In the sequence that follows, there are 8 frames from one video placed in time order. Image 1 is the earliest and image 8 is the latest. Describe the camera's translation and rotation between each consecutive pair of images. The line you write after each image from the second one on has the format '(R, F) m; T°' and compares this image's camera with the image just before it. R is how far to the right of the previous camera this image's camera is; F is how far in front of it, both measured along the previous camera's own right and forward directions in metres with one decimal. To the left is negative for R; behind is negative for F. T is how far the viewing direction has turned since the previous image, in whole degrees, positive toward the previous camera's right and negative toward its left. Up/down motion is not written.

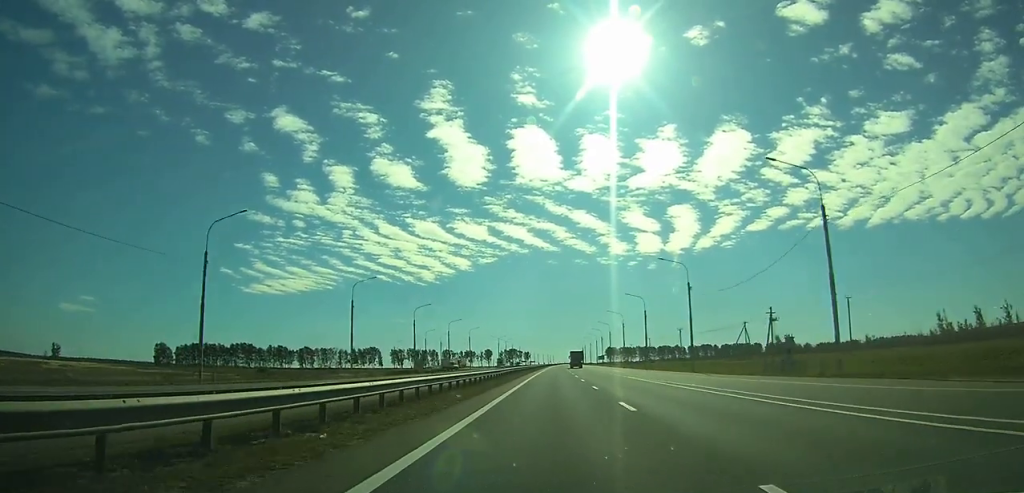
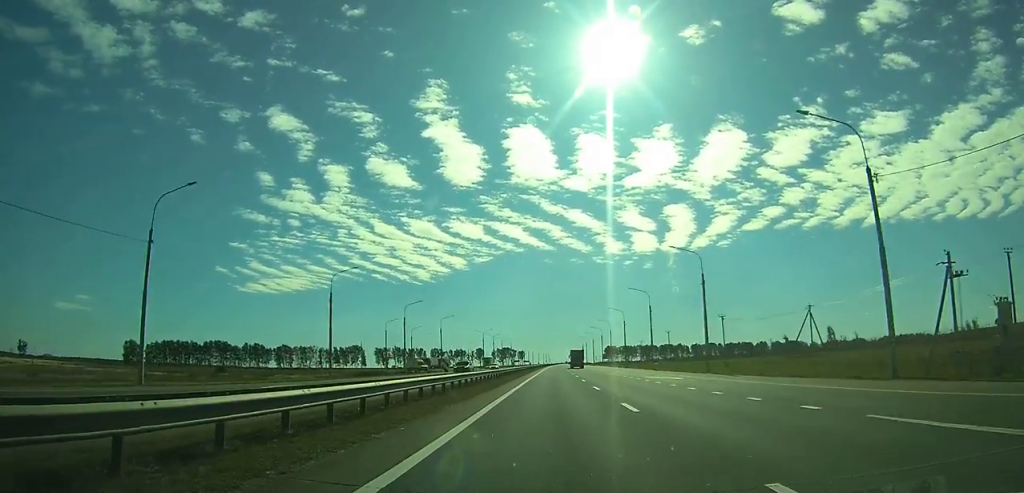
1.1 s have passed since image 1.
(+0.1, +35.4) m; 0°
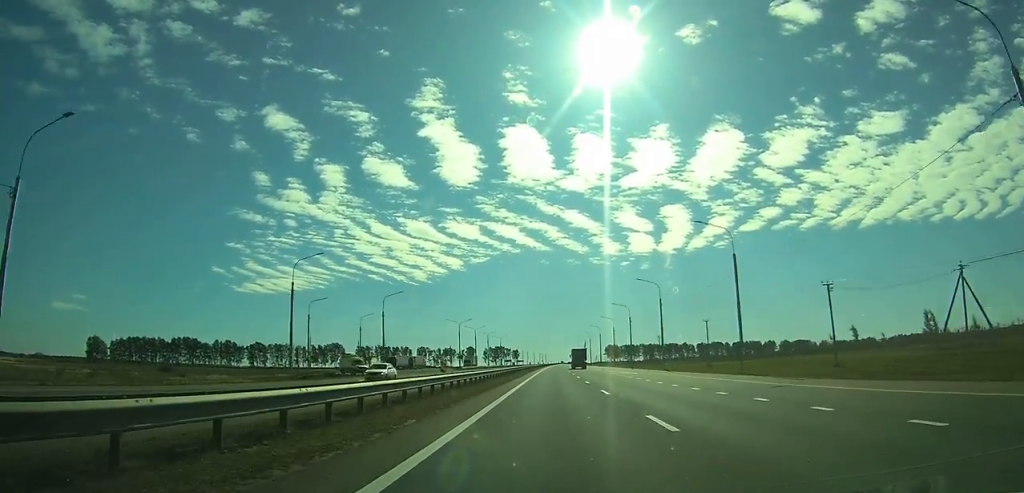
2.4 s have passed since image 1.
(+0.1, +39.6) m; 0°
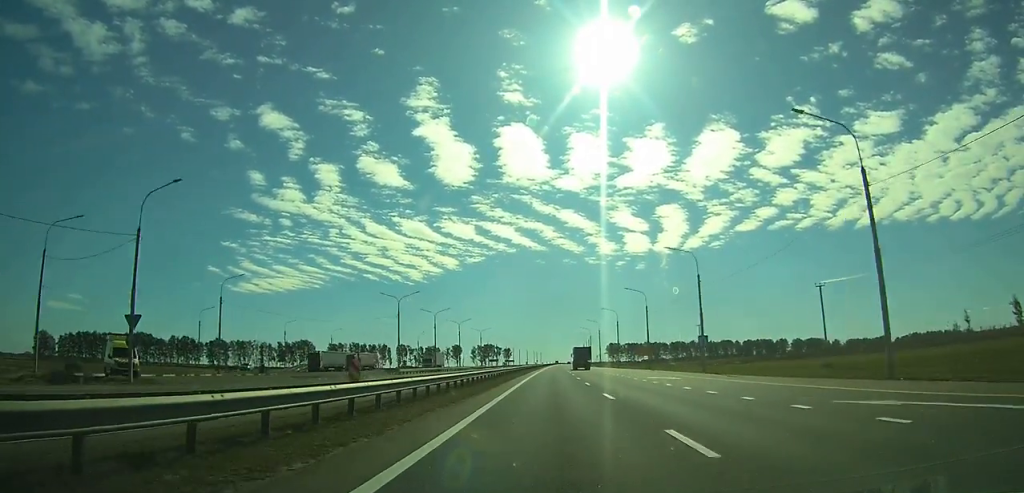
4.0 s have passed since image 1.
(+0.1, +50.0) m; 0°
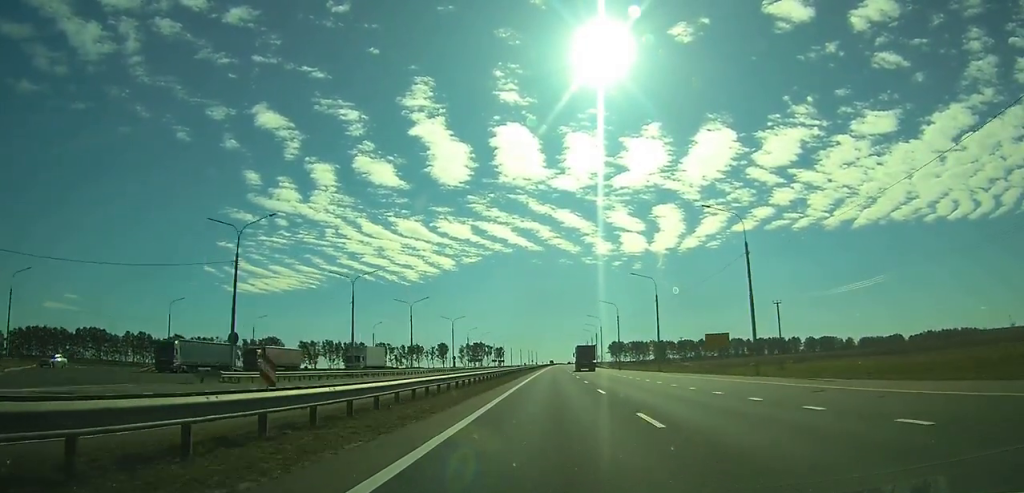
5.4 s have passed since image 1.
(+0.2, +43.7) m; 0°
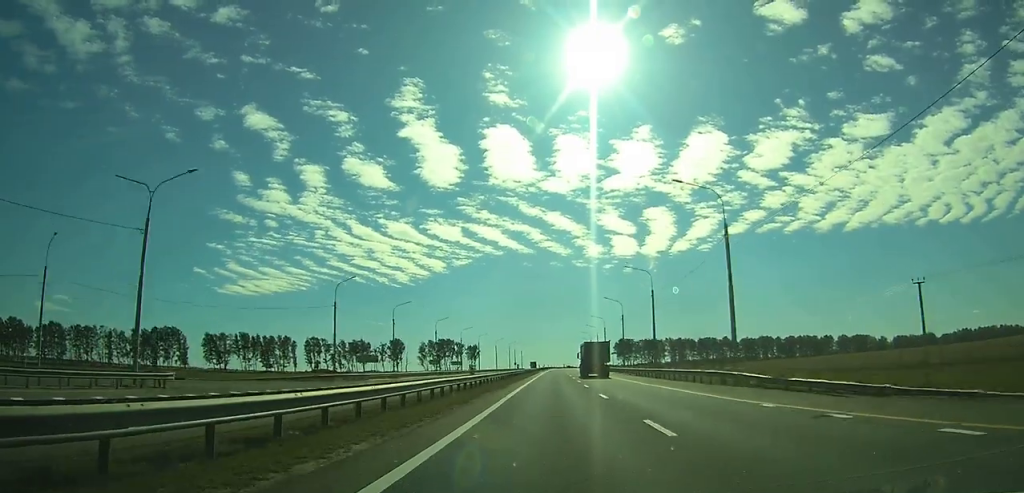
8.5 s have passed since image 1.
(+0.8, +95.4) m; +1°
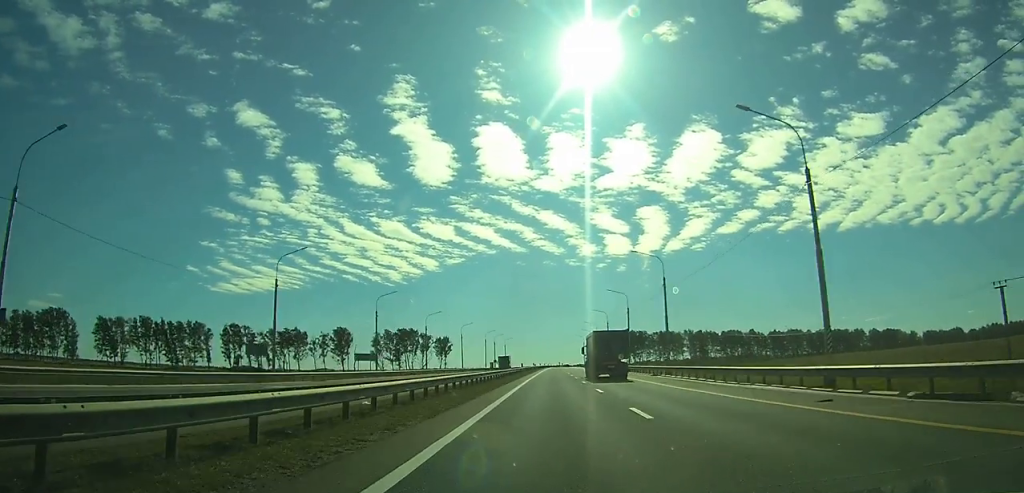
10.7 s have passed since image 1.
(+0.2, +68.3) m; +1°
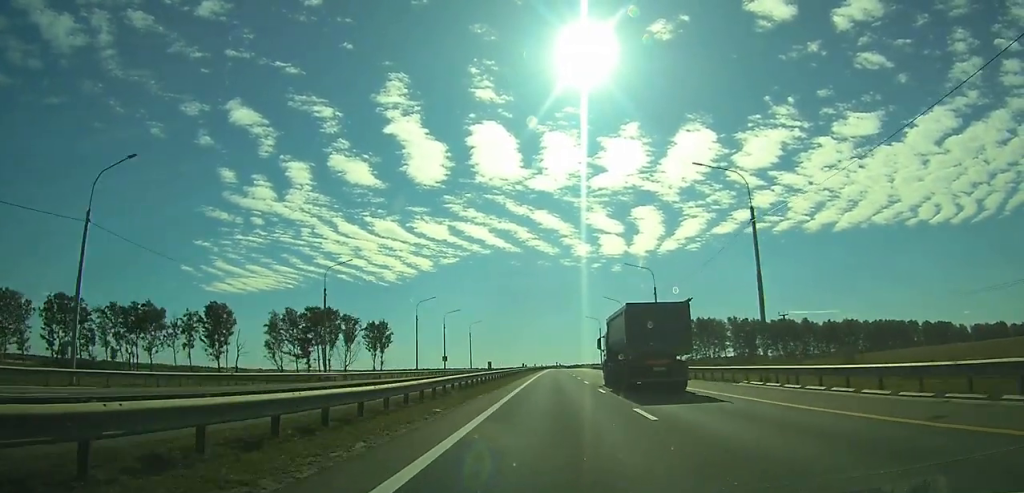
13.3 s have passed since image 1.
(+0.6, +82.6) m; +1°
